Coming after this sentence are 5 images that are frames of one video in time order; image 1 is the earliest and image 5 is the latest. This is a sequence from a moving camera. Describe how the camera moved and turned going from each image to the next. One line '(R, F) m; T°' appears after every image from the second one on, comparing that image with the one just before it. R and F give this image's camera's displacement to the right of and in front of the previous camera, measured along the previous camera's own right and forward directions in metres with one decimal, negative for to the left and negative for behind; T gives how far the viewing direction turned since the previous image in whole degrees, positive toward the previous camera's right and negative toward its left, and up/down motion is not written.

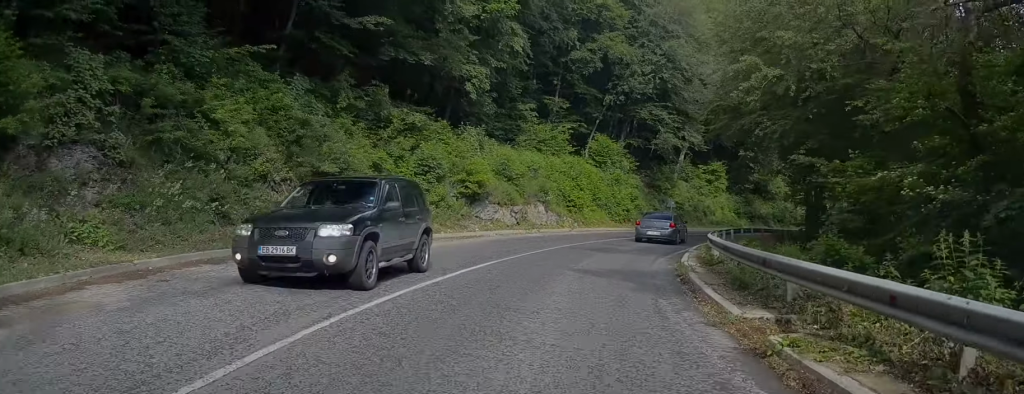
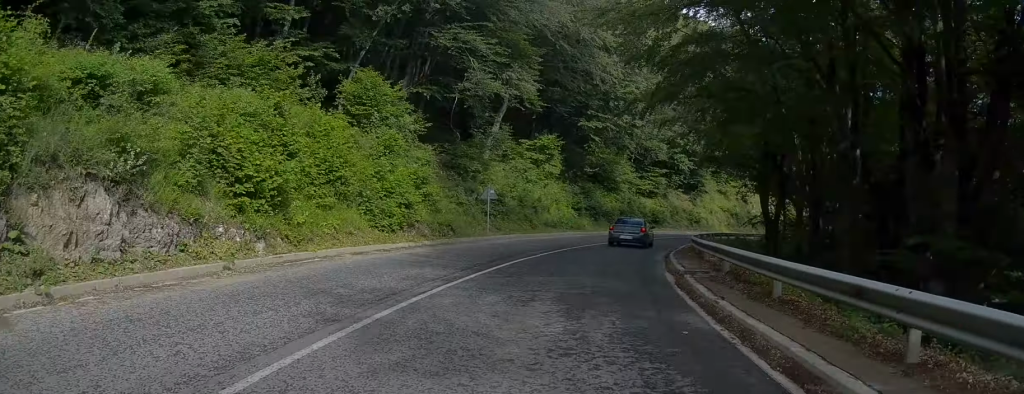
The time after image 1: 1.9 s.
(+2.9, +21.6) m; +15°
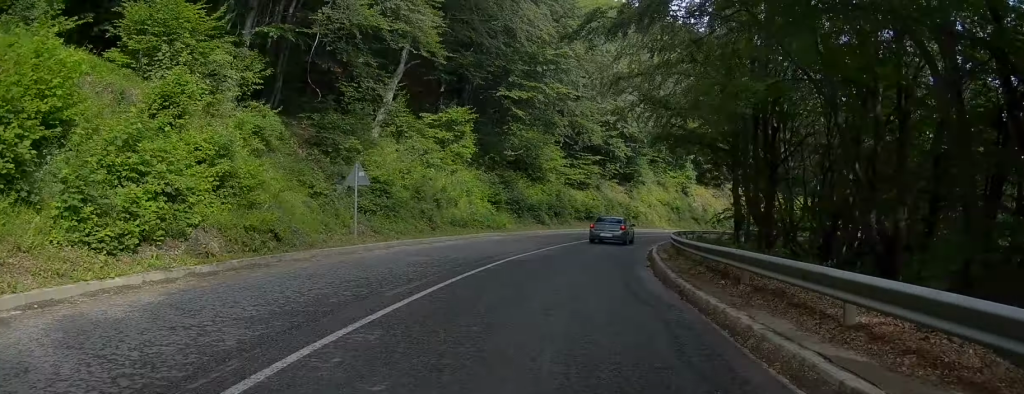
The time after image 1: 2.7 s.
(+0.7, +10.5) m; +6°
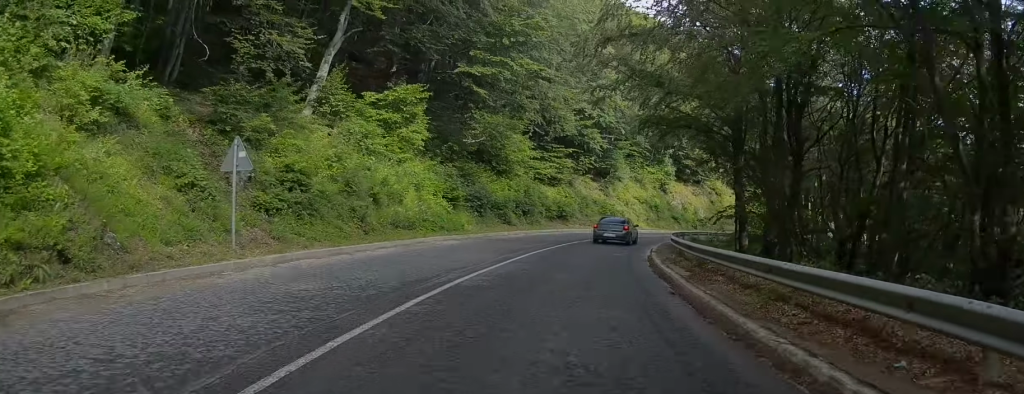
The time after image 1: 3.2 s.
(+0.2, +6.2) m; +2°
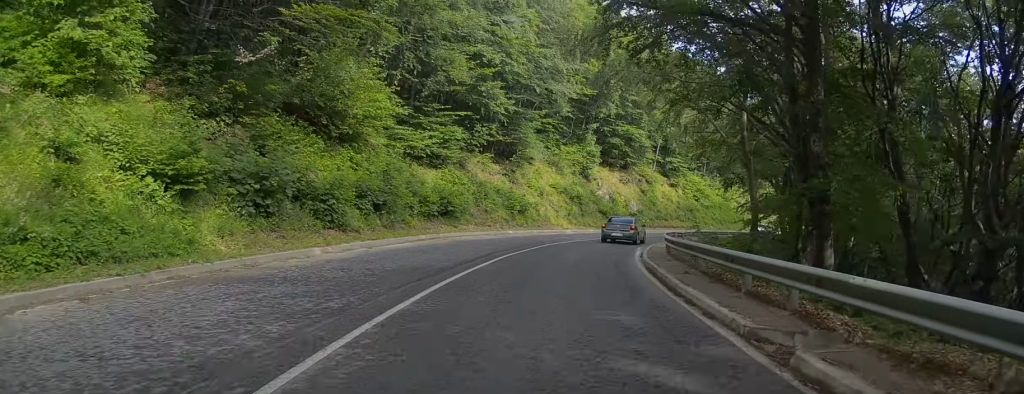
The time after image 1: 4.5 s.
(+0.8, +18.6) m; +8°
